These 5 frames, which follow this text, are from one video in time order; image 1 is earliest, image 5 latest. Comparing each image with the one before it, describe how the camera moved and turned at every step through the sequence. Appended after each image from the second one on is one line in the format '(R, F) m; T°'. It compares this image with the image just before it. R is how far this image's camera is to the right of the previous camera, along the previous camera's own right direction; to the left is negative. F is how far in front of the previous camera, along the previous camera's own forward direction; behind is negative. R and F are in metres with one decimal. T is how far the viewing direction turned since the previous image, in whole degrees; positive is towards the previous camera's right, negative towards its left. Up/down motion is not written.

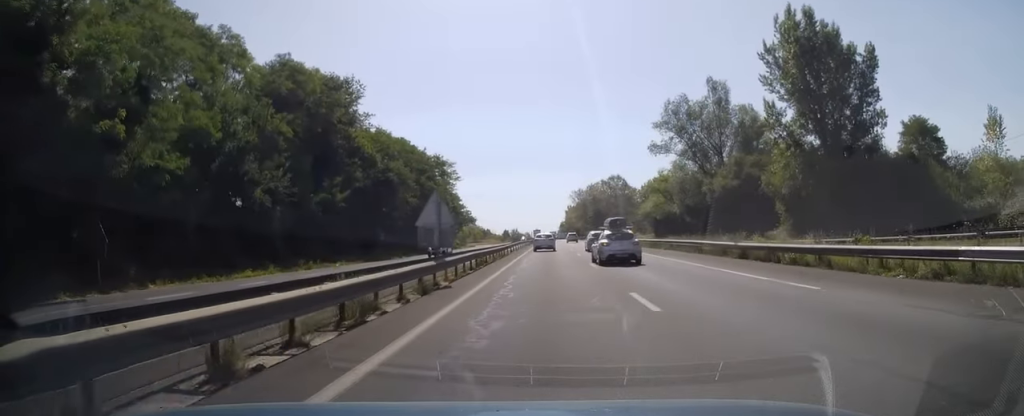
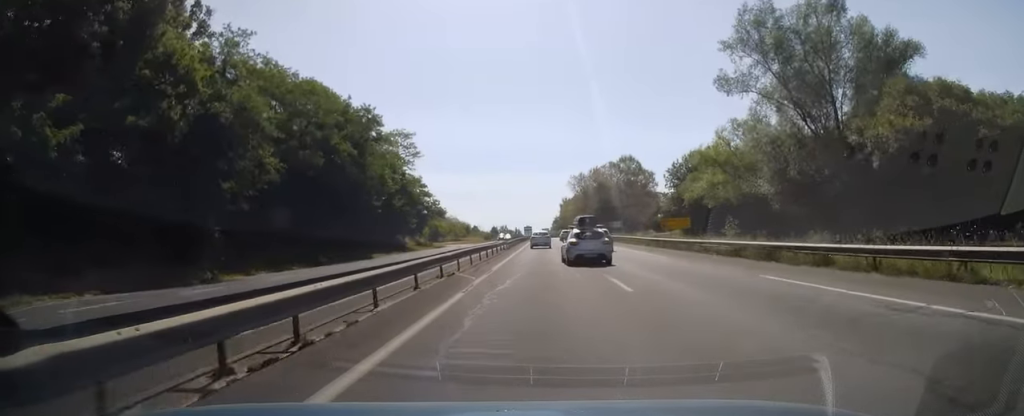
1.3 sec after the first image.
(+0.5, +36.1) m; +1°
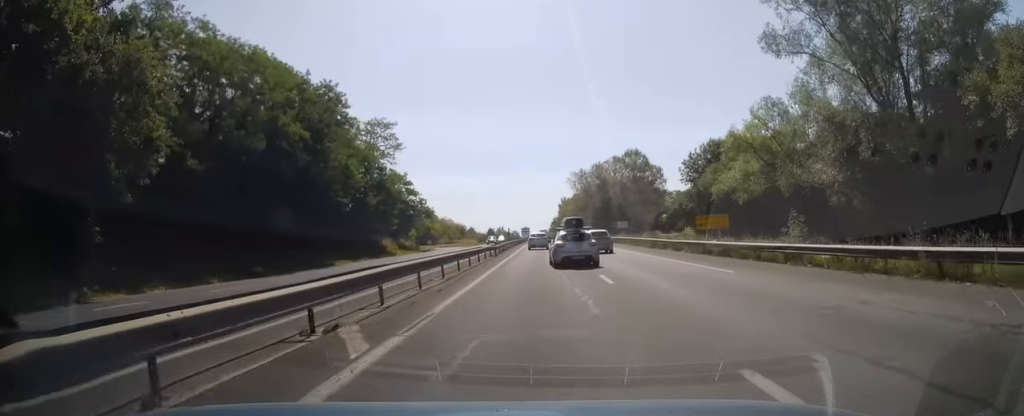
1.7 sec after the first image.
(0.0, +11.2) m; 0°
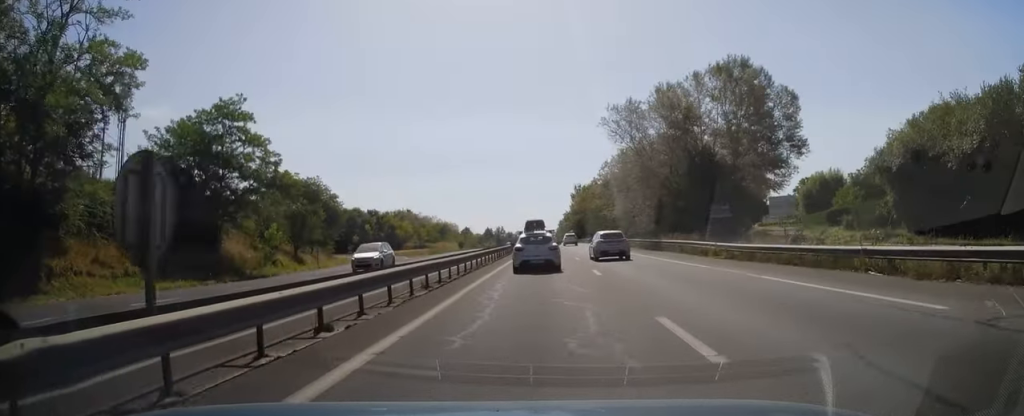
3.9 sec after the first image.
(-0.4, +61.9) m; 0°
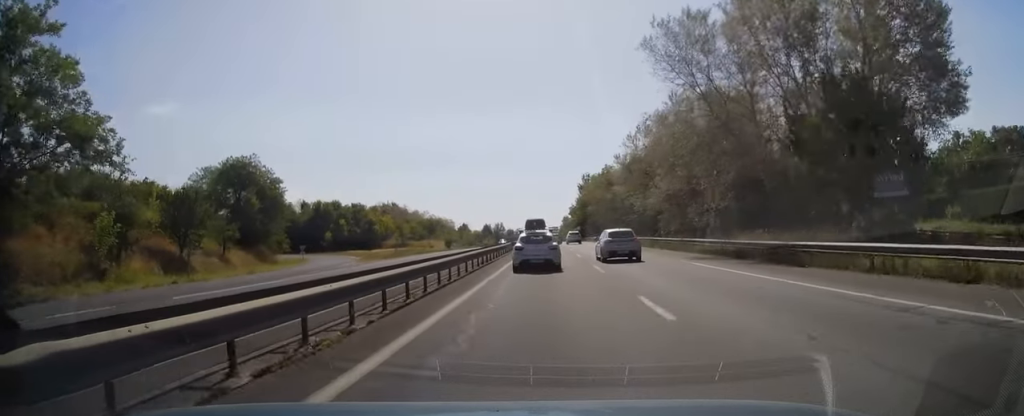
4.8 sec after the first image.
(+0.1, +23.2) m; 0°
